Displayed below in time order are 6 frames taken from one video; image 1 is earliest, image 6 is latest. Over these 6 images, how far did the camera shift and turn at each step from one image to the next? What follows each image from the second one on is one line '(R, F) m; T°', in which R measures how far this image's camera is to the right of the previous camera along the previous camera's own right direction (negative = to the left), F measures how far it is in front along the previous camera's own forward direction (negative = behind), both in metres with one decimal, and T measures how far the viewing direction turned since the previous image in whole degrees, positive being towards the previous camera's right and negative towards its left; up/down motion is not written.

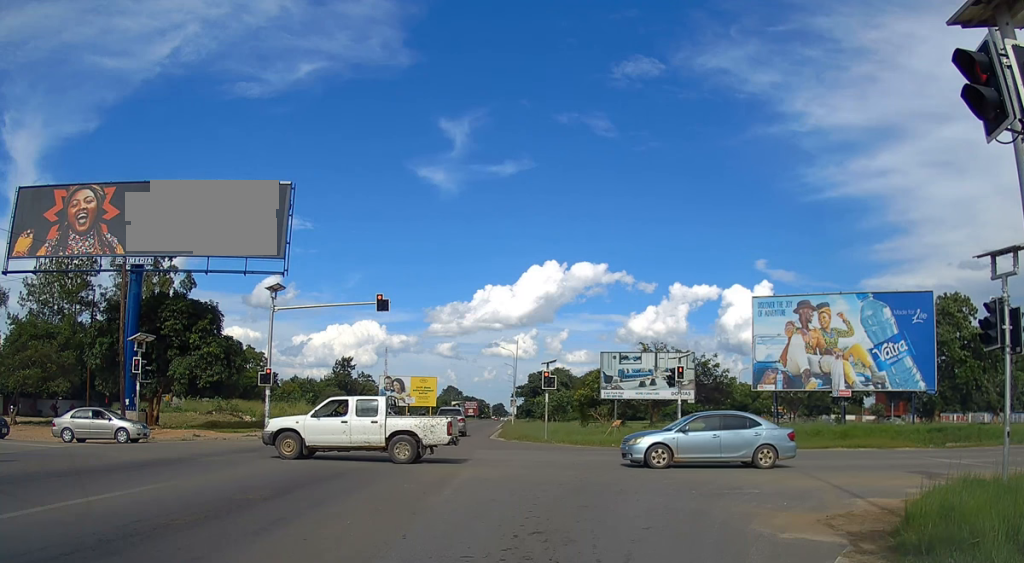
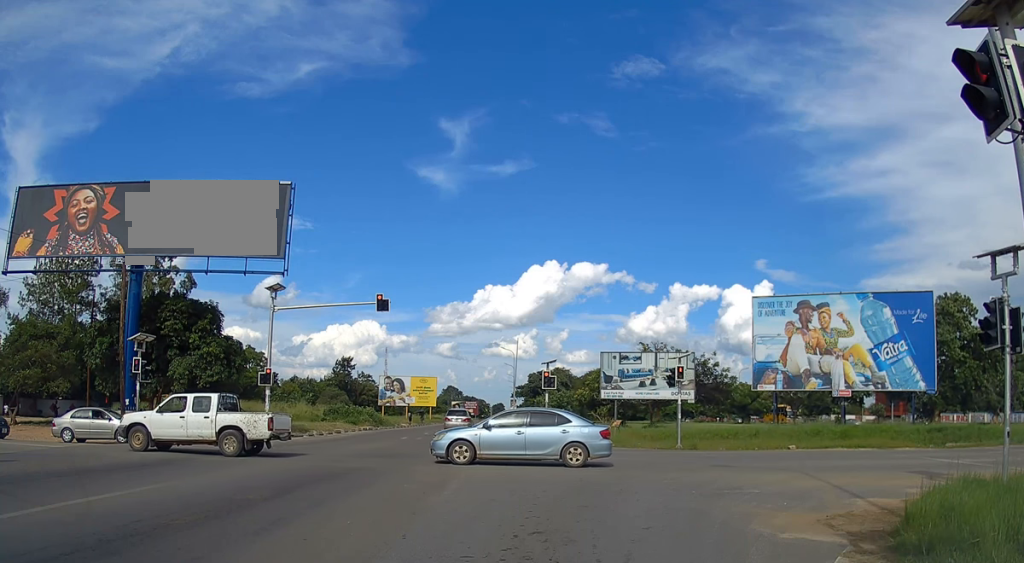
(0.0, 0.0) m; 0°
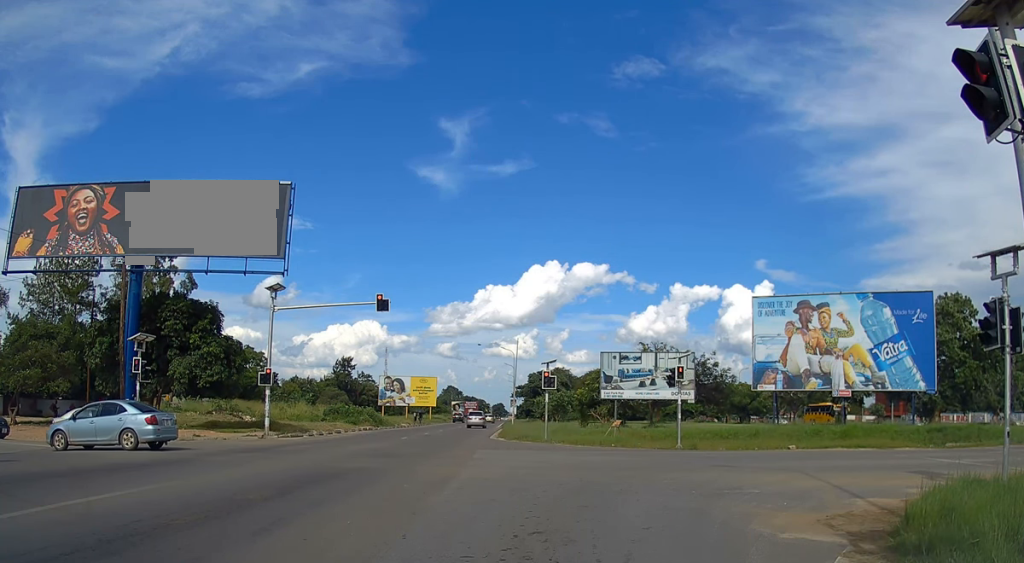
(0.0, 0.0) m; 0°
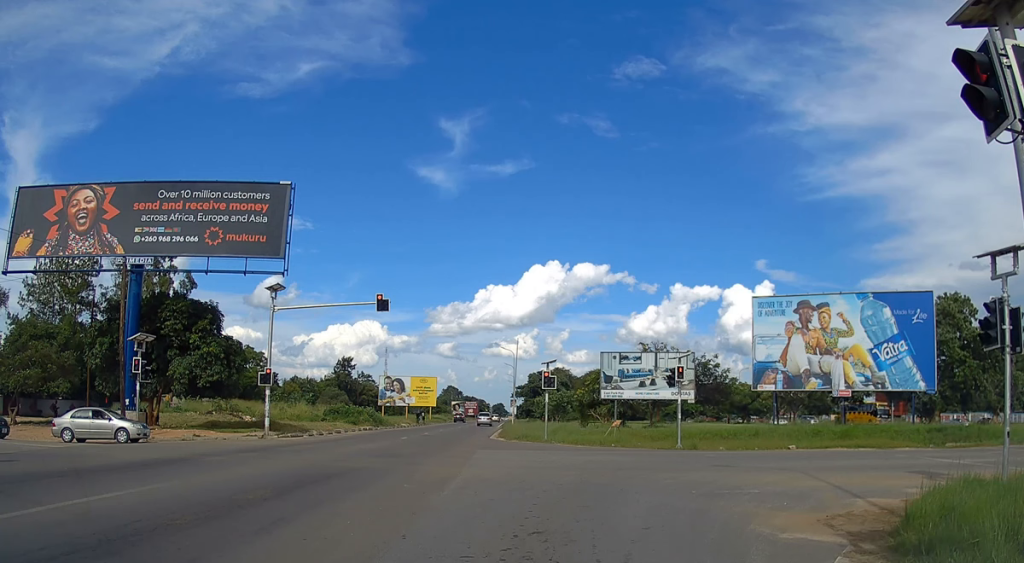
(0.0, 0.0) m; 0°
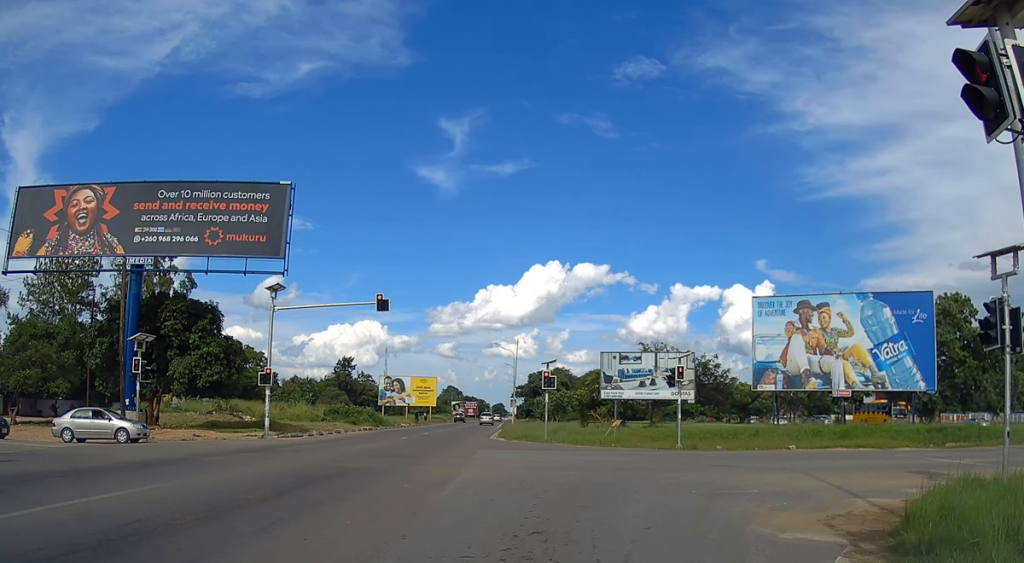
(0.0, 0.0) m; 0°
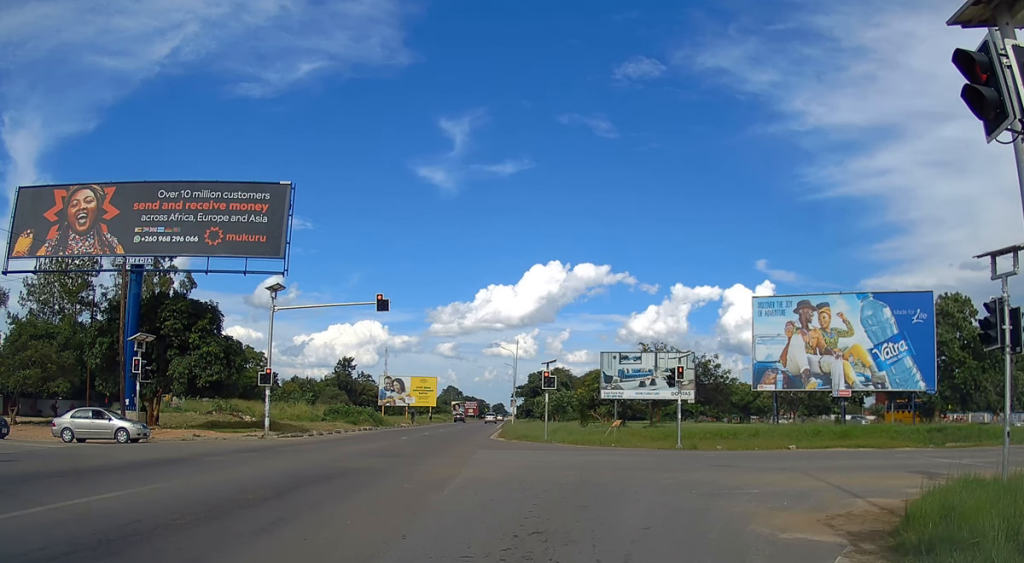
(0.0, 0.0) m; 0°
